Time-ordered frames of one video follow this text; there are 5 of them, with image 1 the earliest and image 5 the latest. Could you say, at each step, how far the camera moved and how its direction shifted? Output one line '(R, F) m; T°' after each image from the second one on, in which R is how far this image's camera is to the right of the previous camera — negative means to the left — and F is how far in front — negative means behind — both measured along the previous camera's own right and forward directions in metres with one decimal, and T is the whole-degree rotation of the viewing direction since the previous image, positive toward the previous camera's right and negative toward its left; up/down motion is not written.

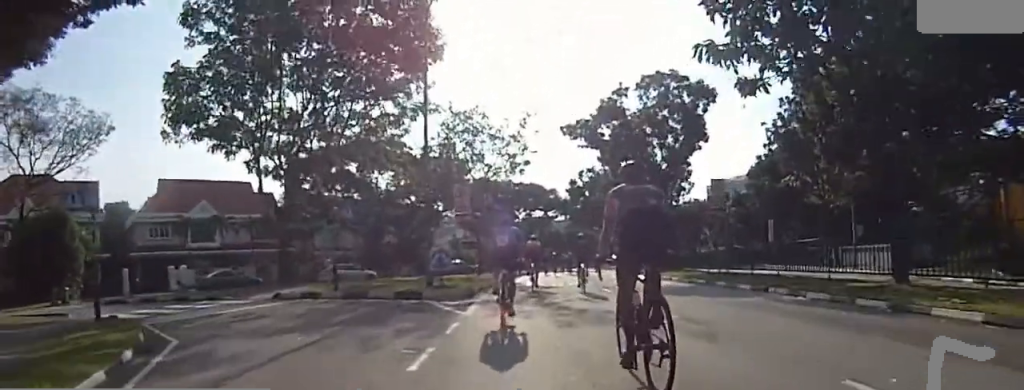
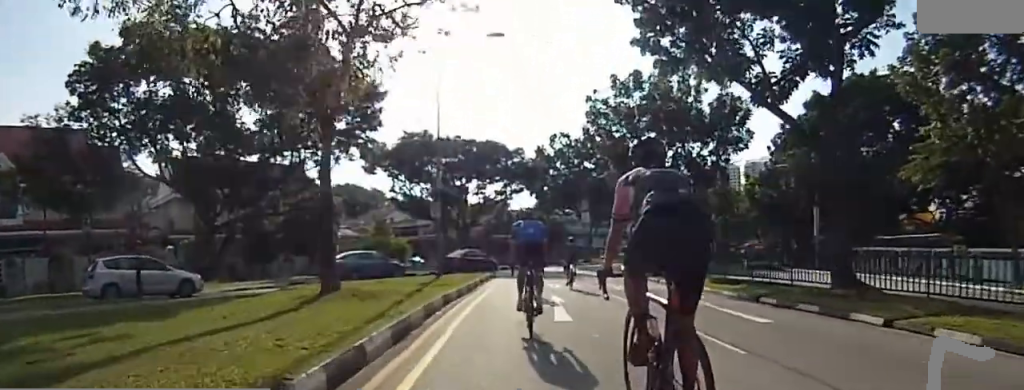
(+0.7, +21.4) m; +2°
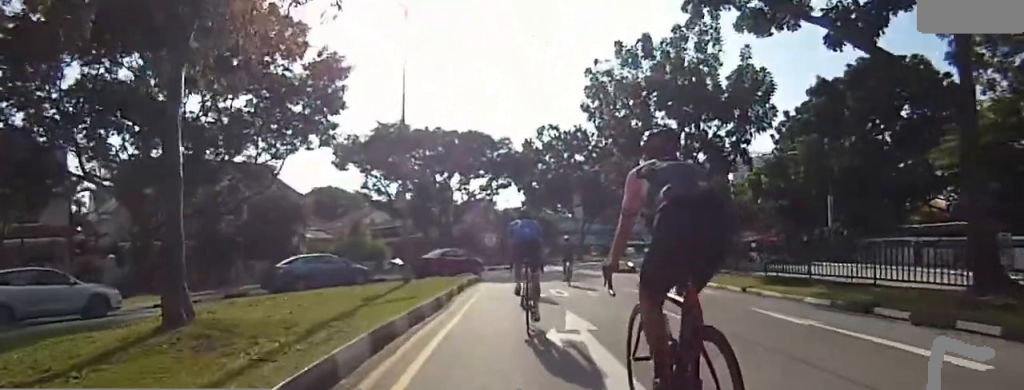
(+0.3, +4.9) m; 0°
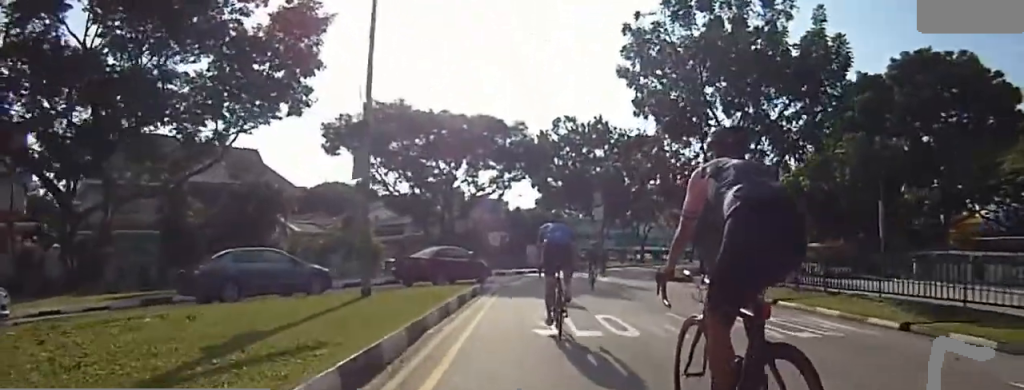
(0.0, +5.5) m; +3°
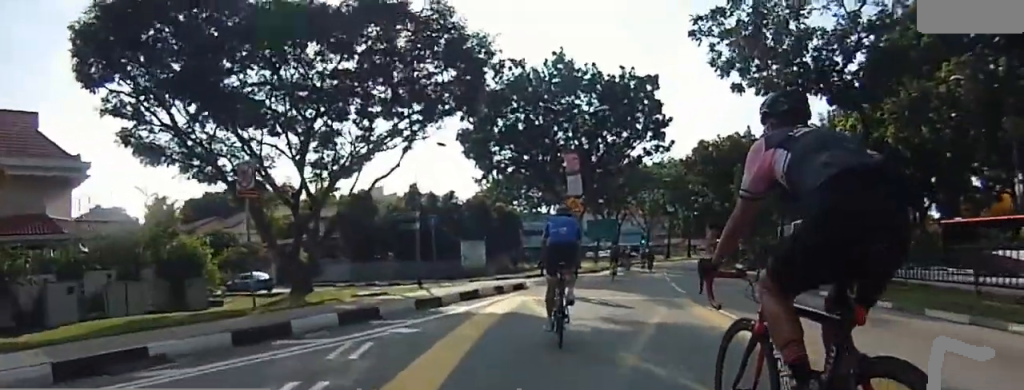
(+3.6, +17.3) m; +18°
